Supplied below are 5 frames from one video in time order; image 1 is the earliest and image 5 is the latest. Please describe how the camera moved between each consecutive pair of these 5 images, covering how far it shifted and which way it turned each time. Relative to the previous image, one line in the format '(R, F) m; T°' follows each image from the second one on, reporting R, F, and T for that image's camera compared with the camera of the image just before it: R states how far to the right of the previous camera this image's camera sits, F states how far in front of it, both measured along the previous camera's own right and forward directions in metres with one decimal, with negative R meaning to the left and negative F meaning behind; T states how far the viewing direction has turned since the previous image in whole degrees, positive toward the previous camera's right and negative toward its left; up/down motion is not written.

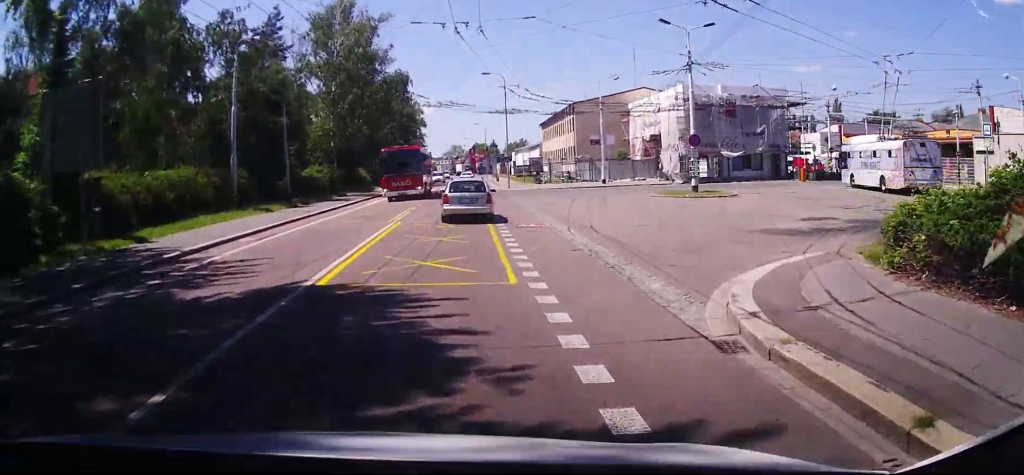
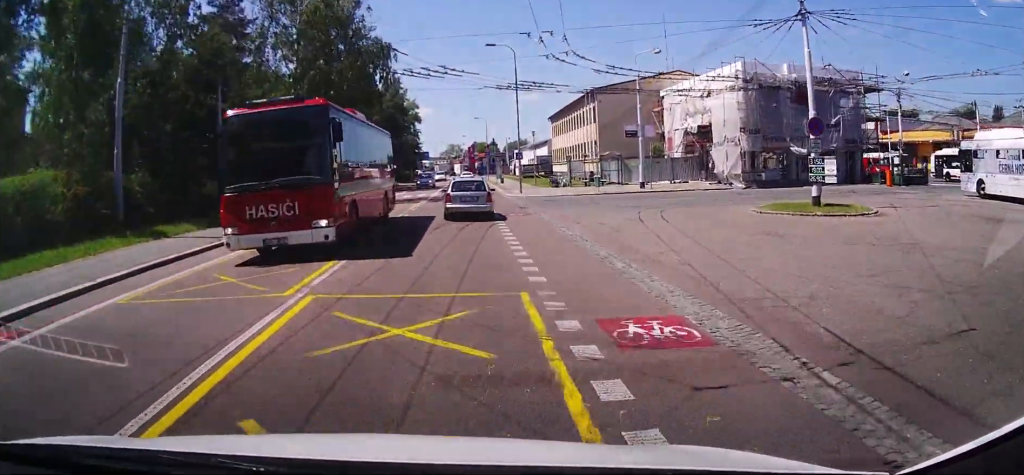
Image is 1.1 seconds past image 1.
(0.0, +15.6) m; 0°
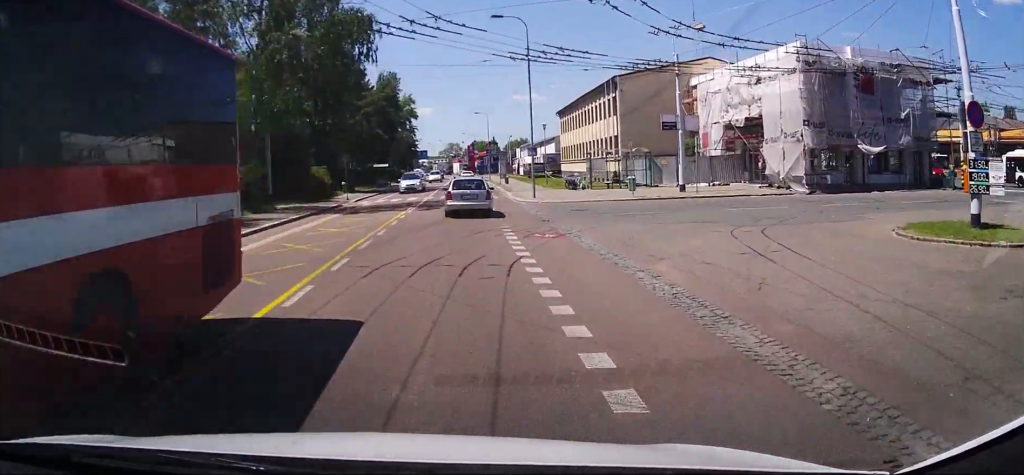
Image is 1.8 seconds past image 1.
(0.0, +10.4) m; 0°
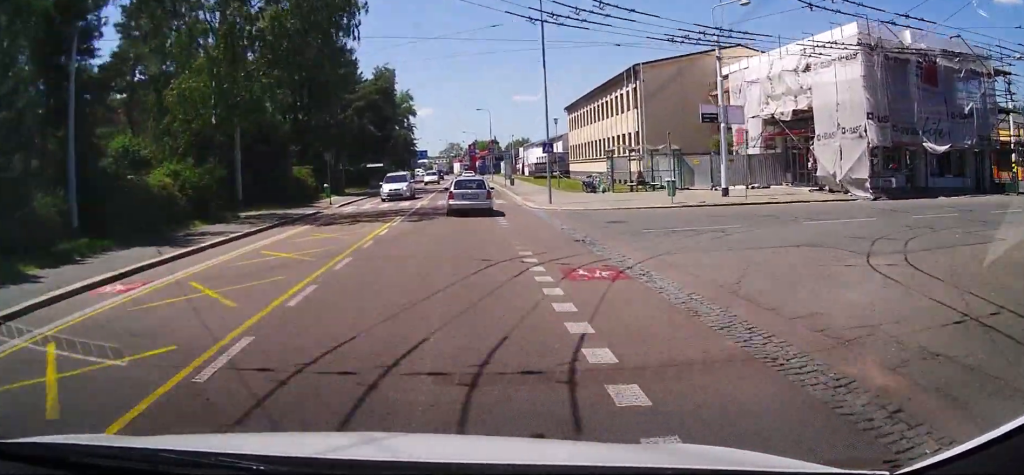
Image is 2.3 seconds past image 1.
(0.0, +6.3) m; 0°
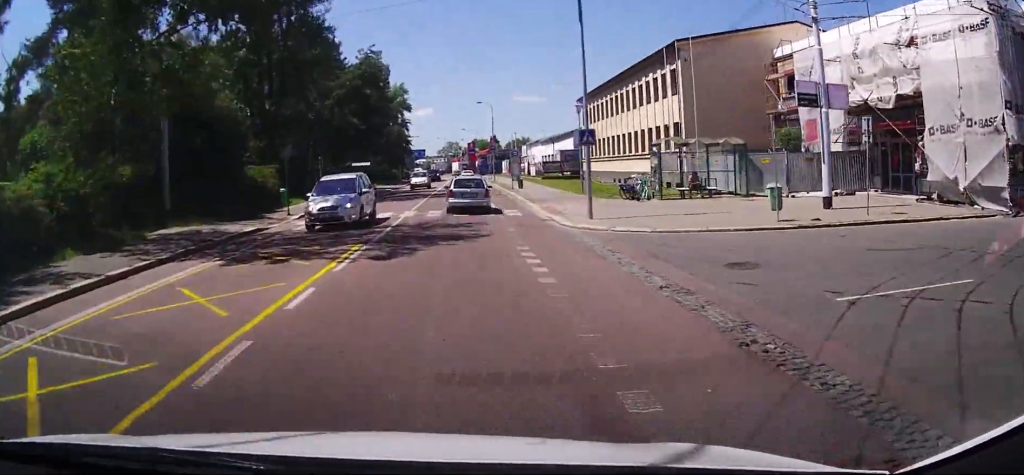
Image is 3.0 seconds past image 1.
(0.0, +9.3) m; 0°
